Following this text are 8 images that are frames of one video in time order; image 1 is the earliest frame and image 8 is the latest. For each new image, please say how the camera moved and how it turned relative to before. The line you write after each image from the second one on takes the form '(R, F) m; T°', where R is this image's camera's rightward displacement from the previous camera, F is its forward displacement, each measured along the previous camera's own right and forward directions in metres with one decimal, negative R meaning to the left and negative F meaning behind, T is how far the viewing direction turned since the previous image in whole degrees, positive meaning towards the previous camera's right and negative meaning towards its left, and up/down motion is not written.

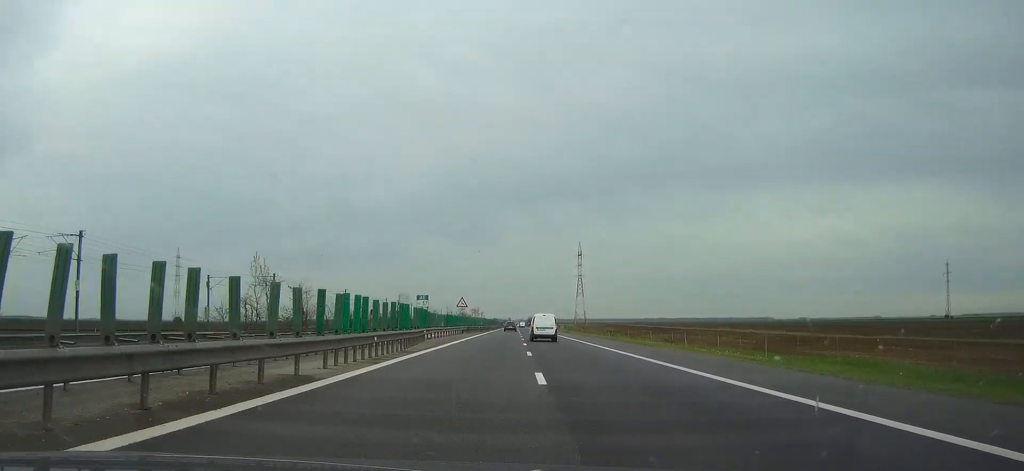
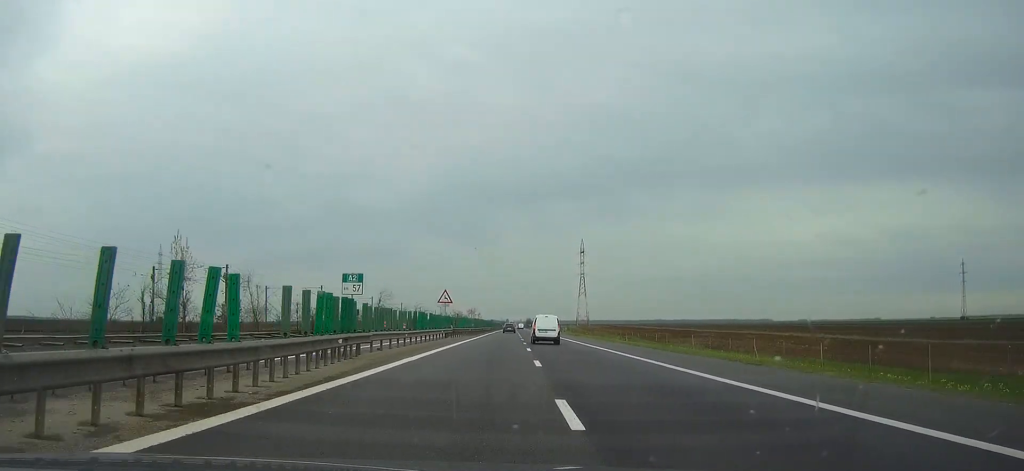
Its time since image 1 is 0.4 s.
(0.0, +17.5) m; 0°
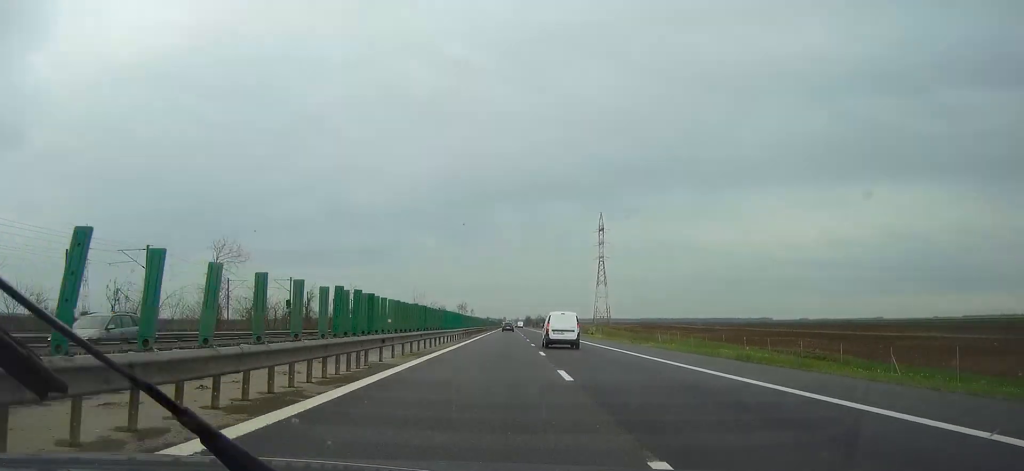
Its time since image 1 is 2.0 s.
(+0.2, +64.7) m; 0°
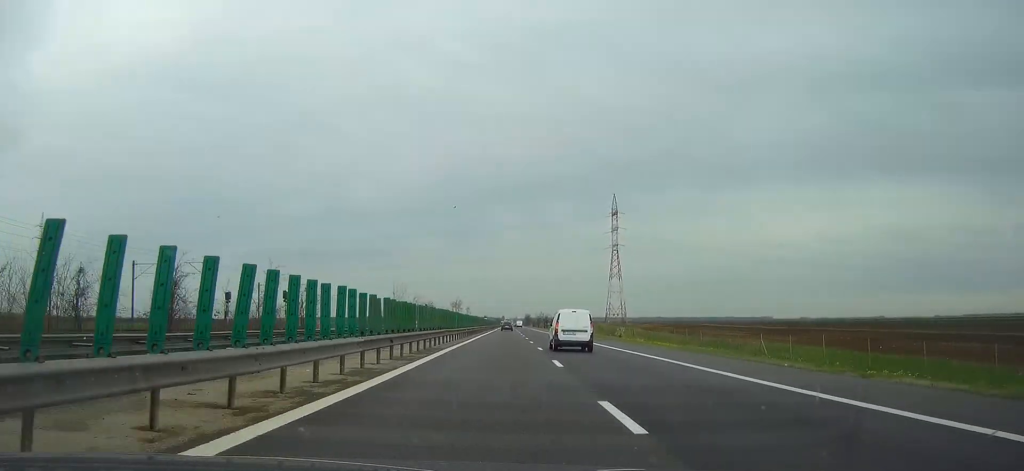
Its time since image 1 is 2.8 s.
(0.0, +31.2) m; 0°
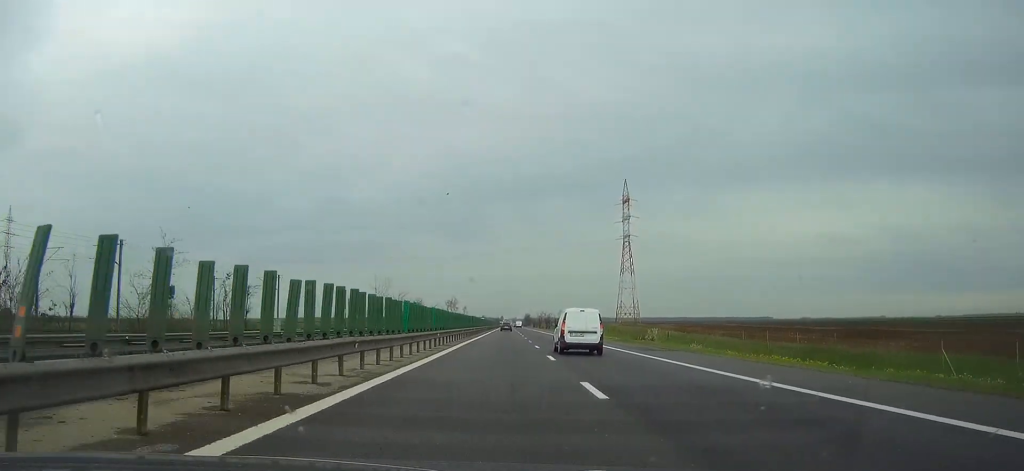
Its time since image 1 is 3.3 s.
(0.0, +20.3) m; 0°
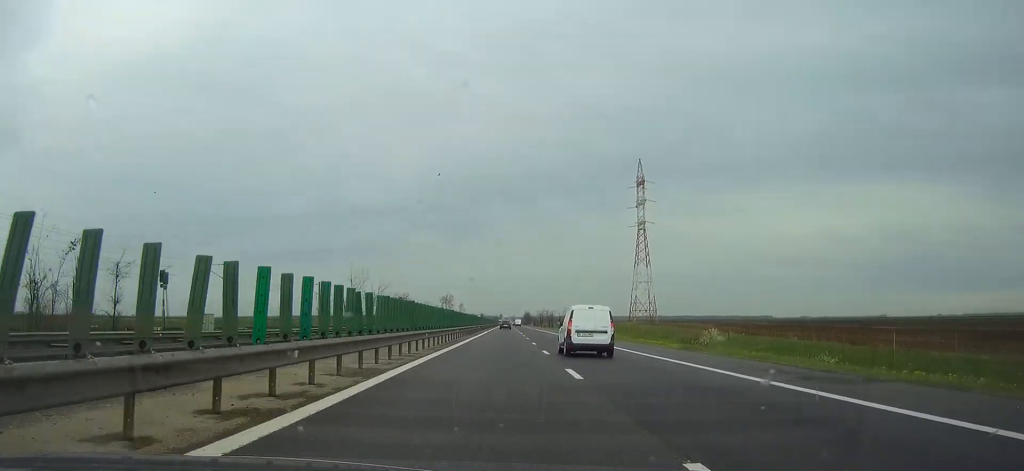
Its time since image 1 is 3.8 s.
(+0.1, +20.4) m; 0°
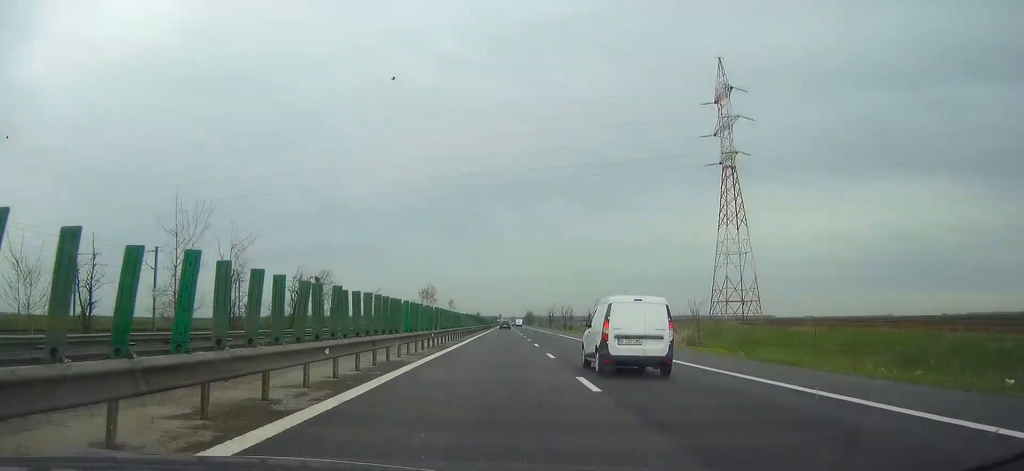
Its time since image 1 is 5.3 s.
(+0.1, +62.6) m; 0°
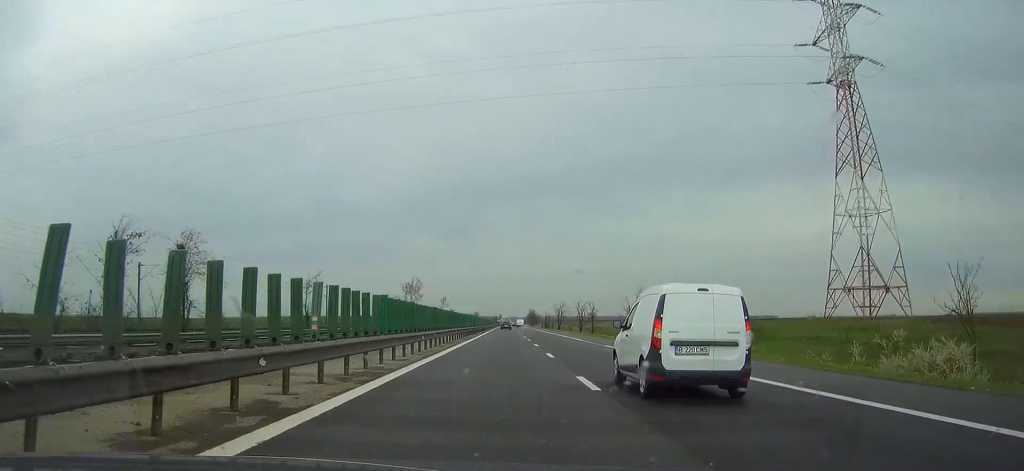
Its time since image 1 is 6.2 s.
(0.0, +35.3) m; 0°
